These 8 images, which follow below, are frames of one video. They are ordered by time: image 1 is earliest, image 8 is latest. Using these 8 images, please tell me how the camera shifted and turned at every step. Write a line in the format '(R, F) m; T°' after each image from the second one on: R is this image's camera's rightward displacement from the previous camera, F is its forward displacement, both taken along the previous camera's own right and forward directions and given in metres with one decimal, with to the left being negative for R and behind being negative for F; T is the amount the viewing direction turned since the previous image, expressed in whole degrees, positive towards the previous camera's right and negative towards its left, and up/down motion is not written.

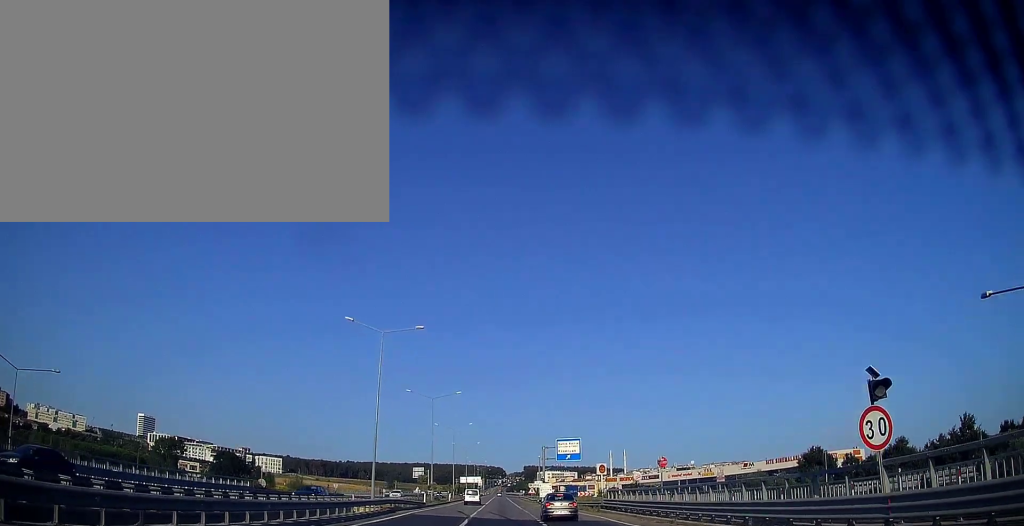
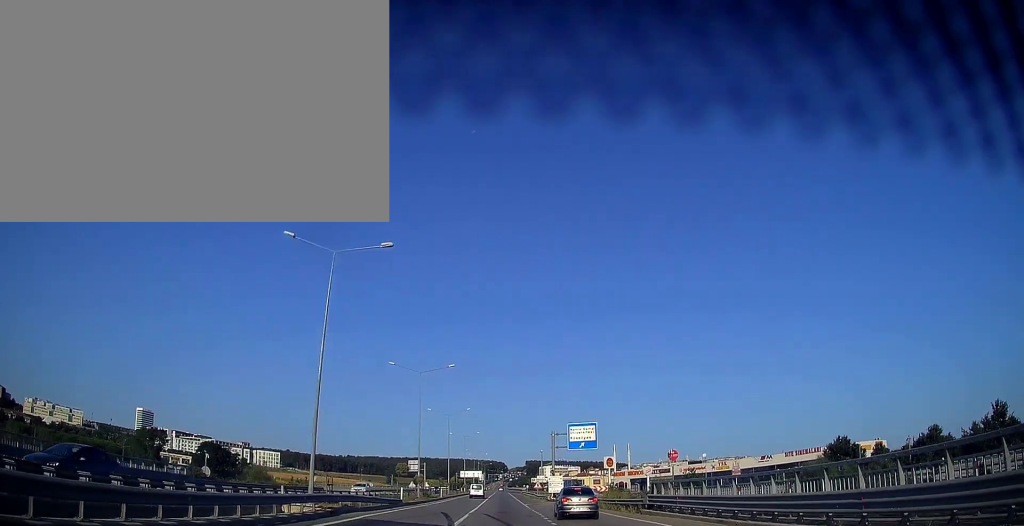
(+0.1, +12.3) m; 0°
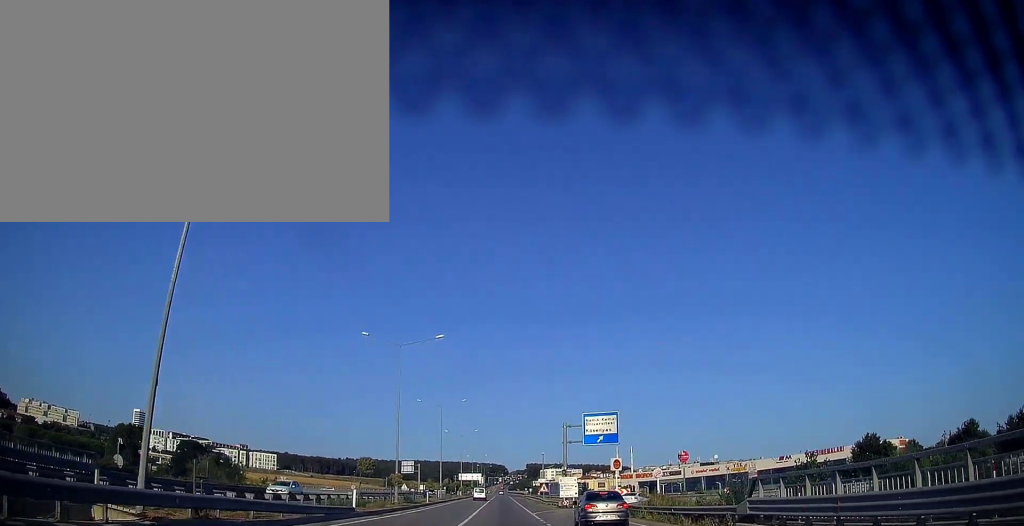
(-0.2, +12.3) m; 0°
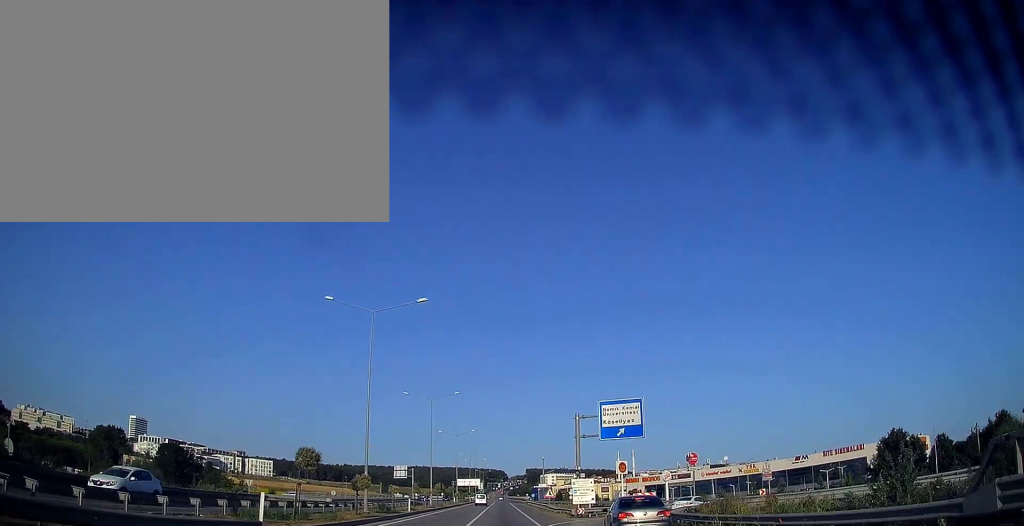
(-0.1, +10.1) m; 0°
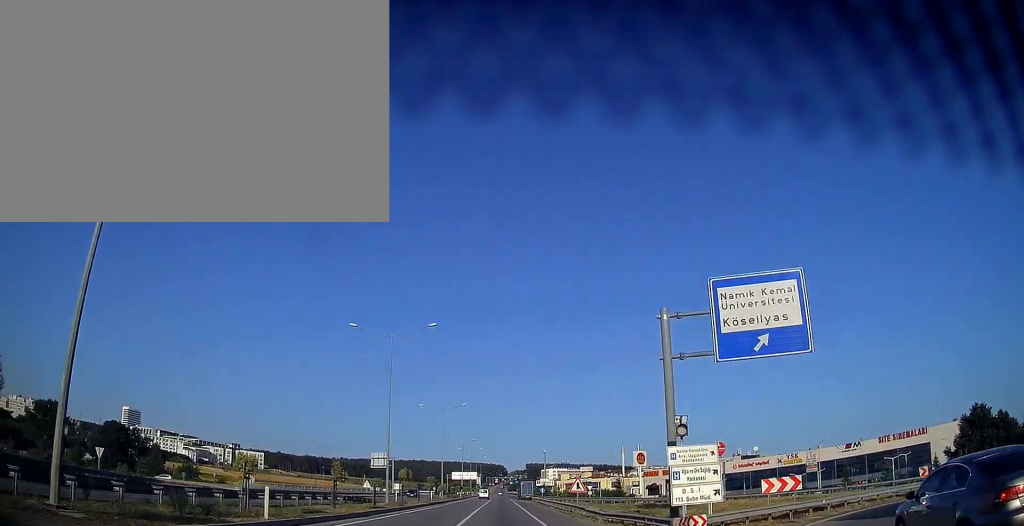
(+0.3, +26.1) m; 0°
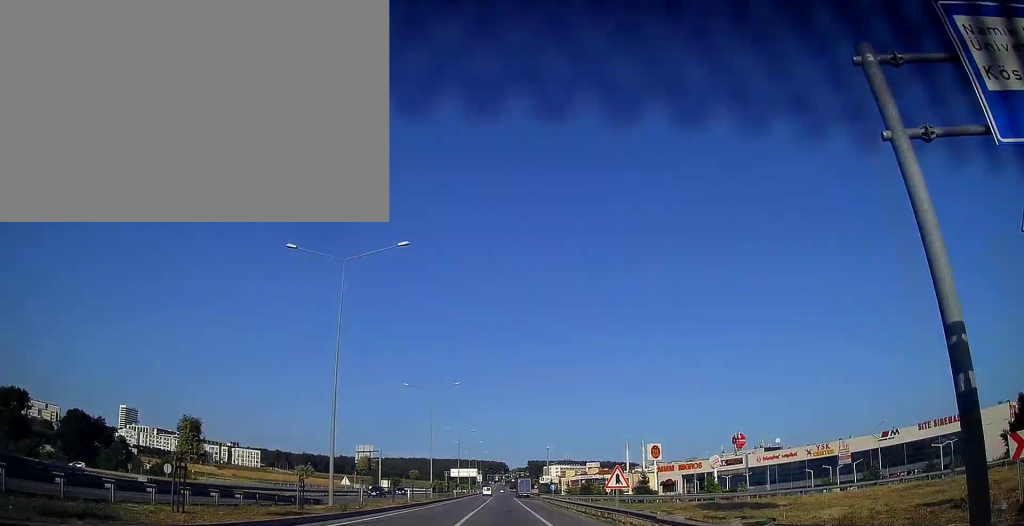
(-0.1, +14.5) m; 0°
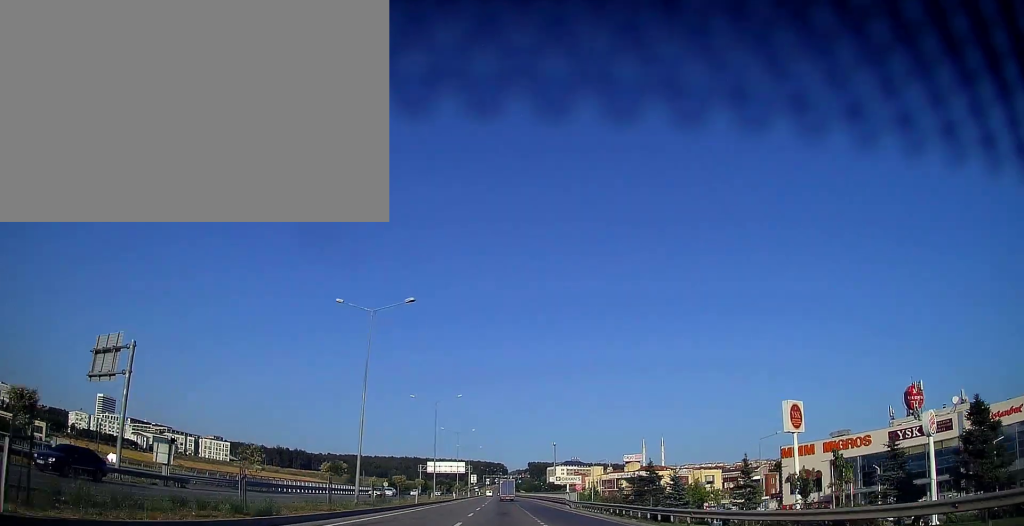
(+0.2, +75.1) m; 0°
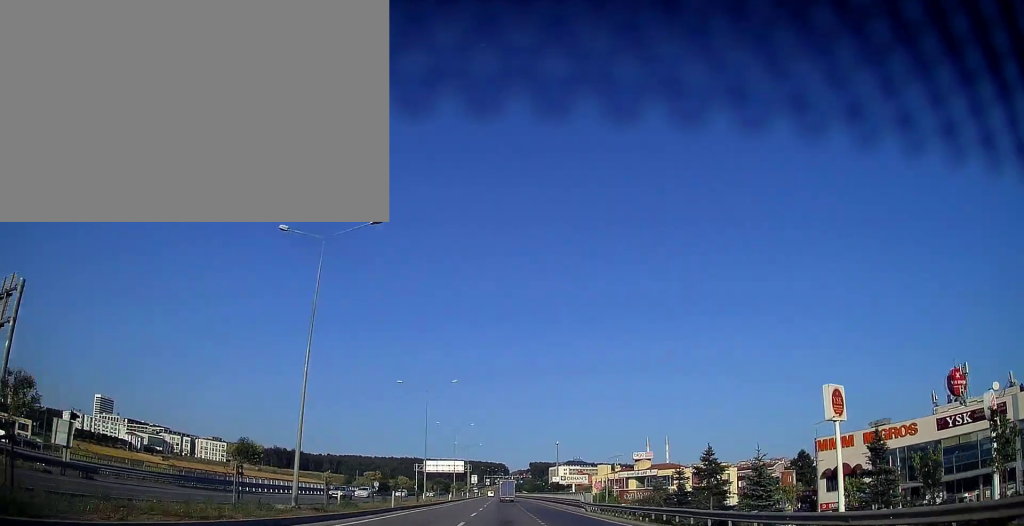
(0.0, +10.5) m; 0°
